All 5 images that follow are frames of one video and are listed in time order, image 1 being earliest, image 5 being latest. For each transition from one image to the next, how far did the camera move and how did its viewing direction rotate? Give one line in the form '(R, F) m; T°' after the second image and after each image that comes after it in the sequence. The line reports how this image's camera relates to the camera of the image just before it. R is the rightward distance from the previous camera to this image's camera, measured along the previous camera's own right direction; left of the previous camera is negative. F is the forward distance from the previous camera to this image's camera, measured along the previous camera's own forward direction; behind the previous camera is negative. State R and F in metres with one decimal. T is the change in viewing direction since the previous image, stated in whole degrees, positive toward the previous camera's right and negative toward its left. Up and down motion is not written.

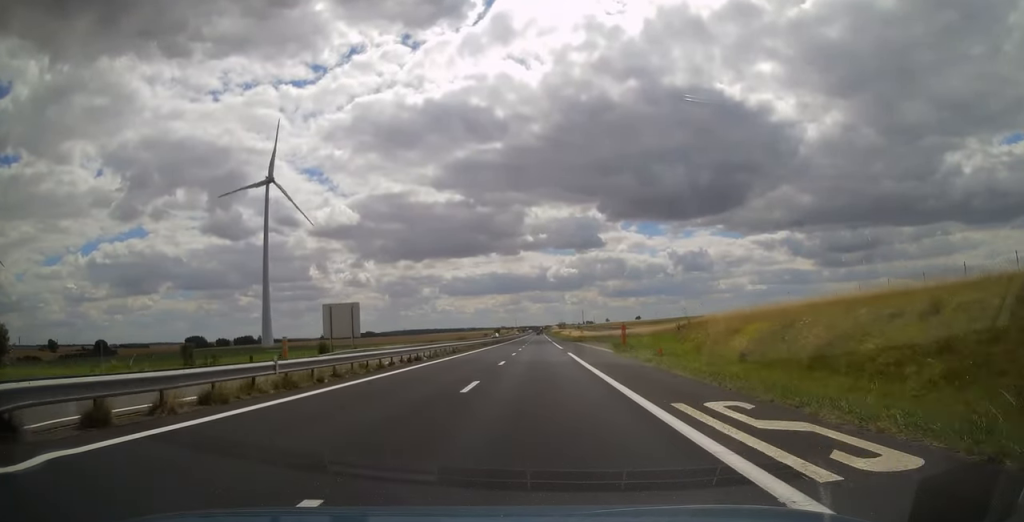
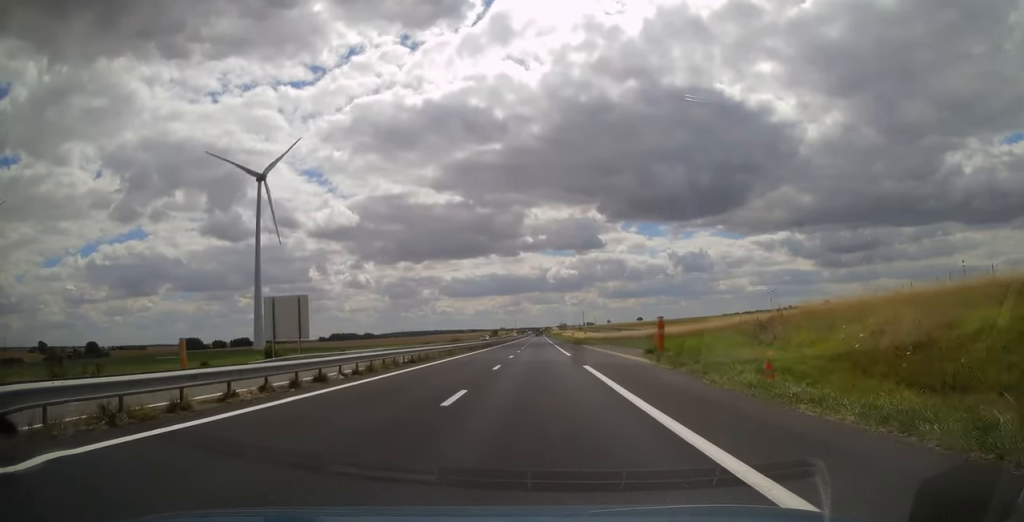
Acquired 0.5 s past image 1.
(0.0, +15.1) m; 0°
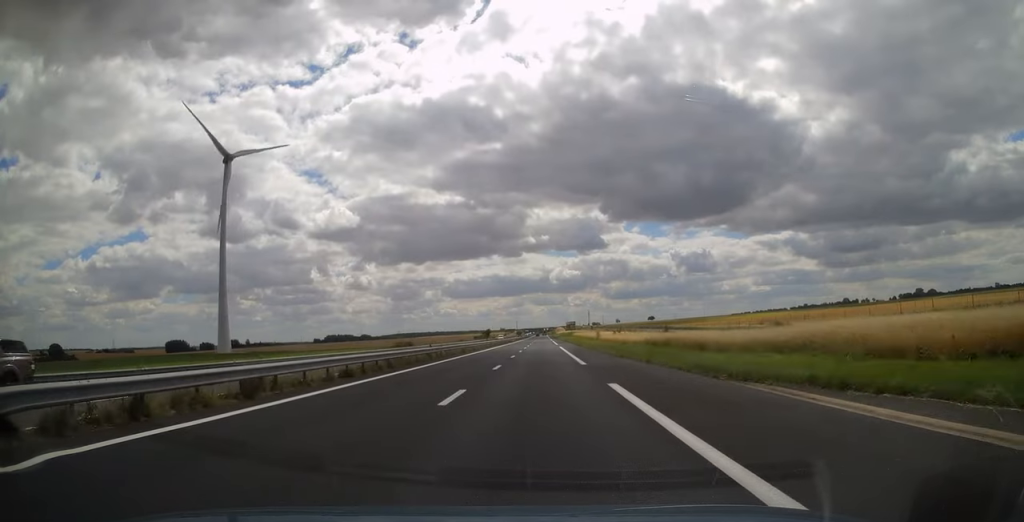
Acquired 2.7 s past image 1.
(-0.1, +63.0) m; 0°
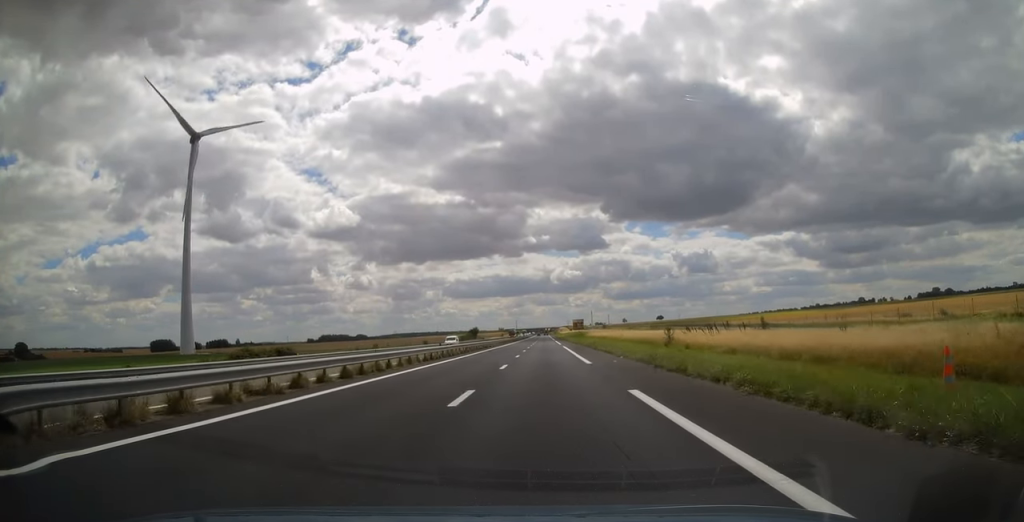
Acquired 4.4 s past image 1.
(0.0, +50.7) m; 0°
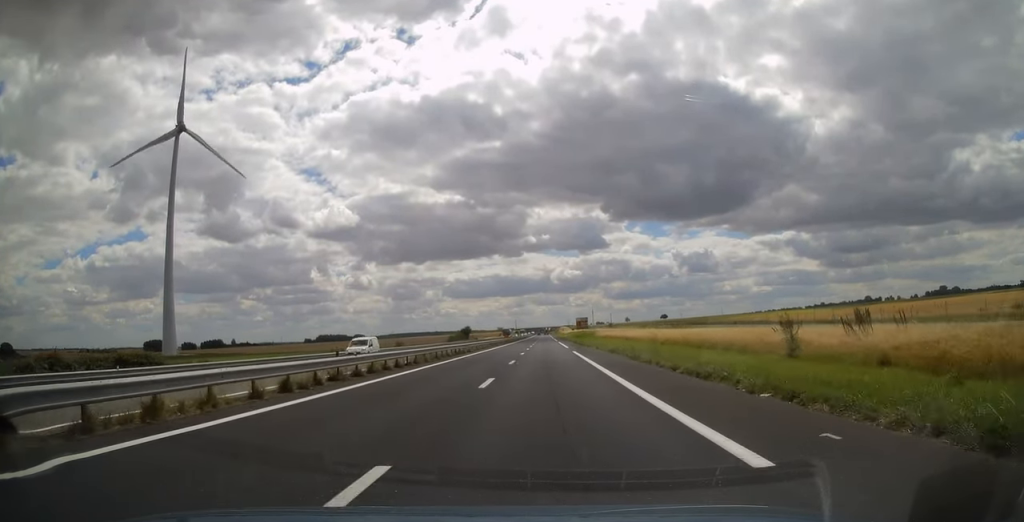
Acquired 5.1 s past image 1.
(-0.1, +21.0) m; 0°
